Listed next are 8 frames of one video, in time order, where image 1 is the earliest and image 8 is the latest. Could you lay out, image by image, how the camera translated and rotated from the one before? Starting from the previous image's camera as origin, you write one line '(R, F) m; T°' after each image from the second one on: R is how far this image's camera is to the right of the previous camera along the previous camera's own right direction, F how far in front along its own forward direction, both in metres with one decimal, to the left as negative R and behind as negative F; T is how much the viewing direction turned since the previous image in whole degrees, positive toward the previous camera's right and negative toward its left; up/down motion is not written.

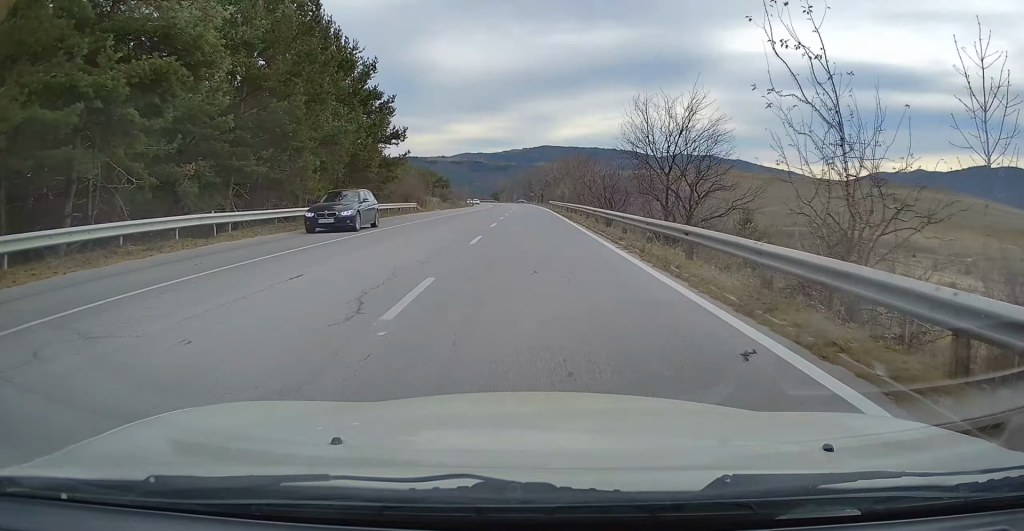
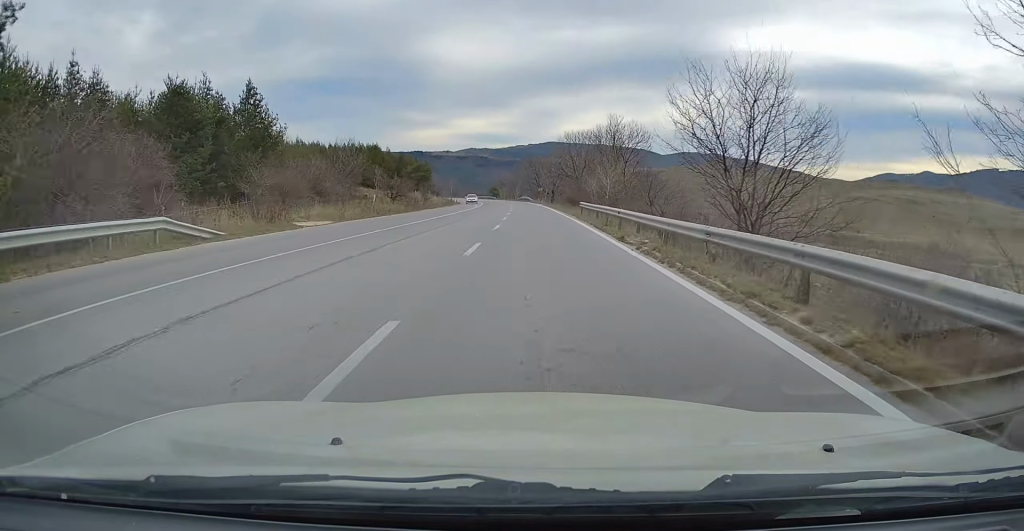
(-0.3, +38.9) m; -1°
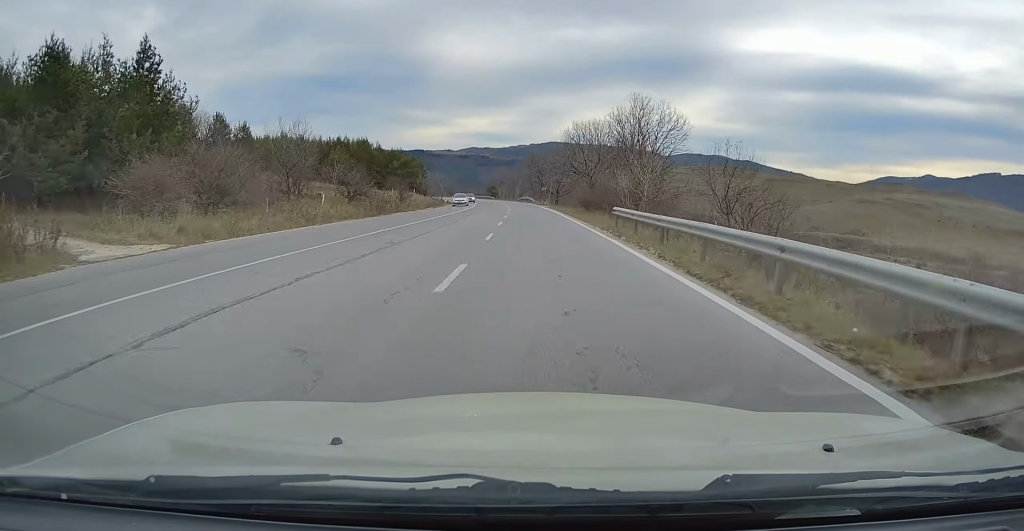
(0.0, +14.2) m; 0°
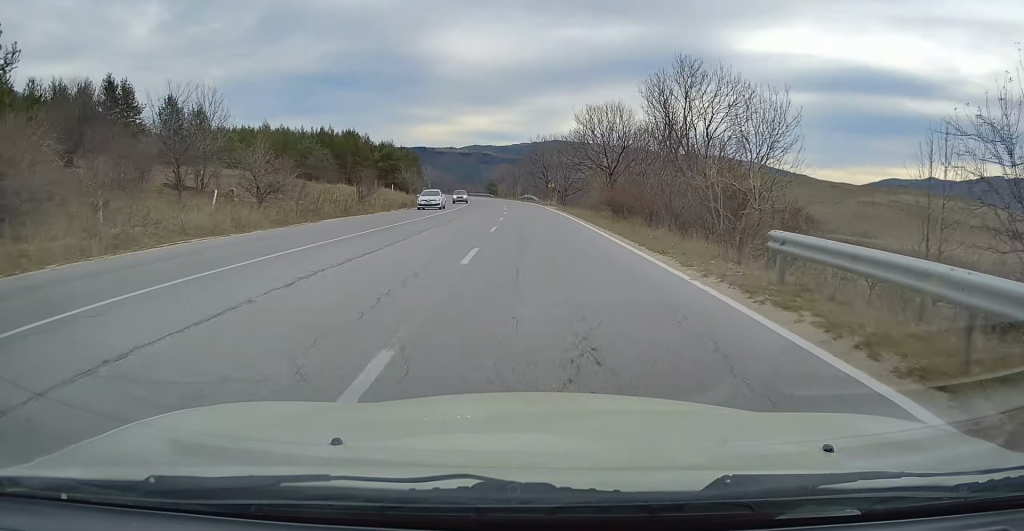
(0.0, +15.0) m; 0°
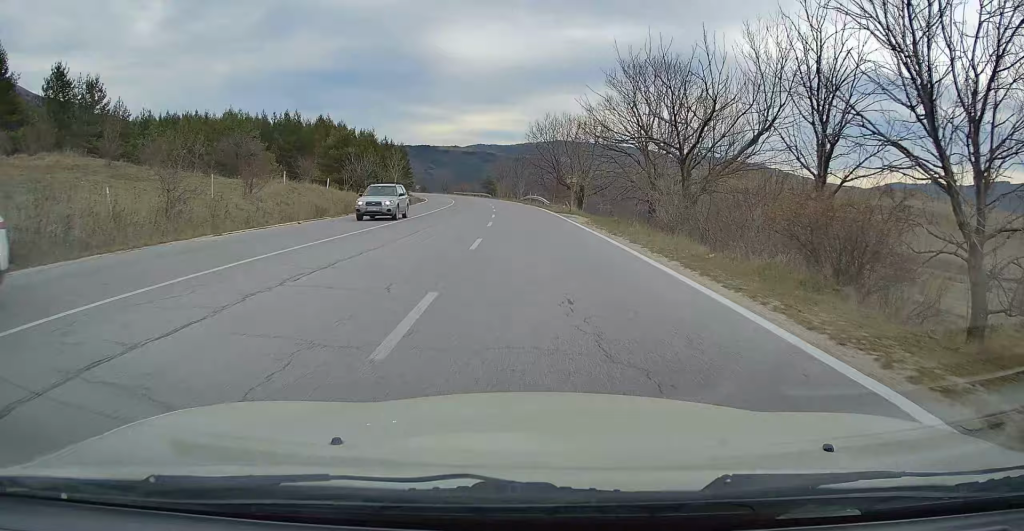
(-0.1, +23.9) m; -1°
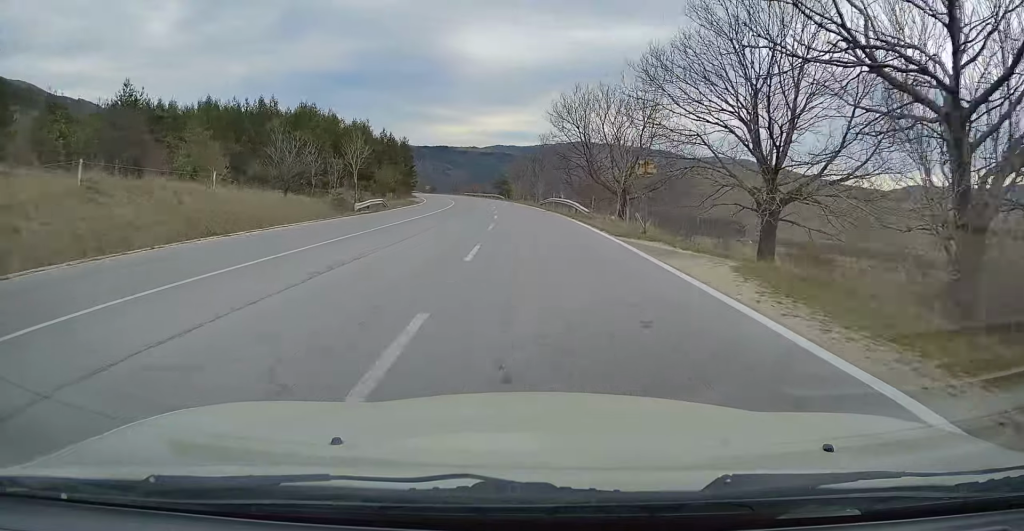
(-0.2, +19.5) m; -1°
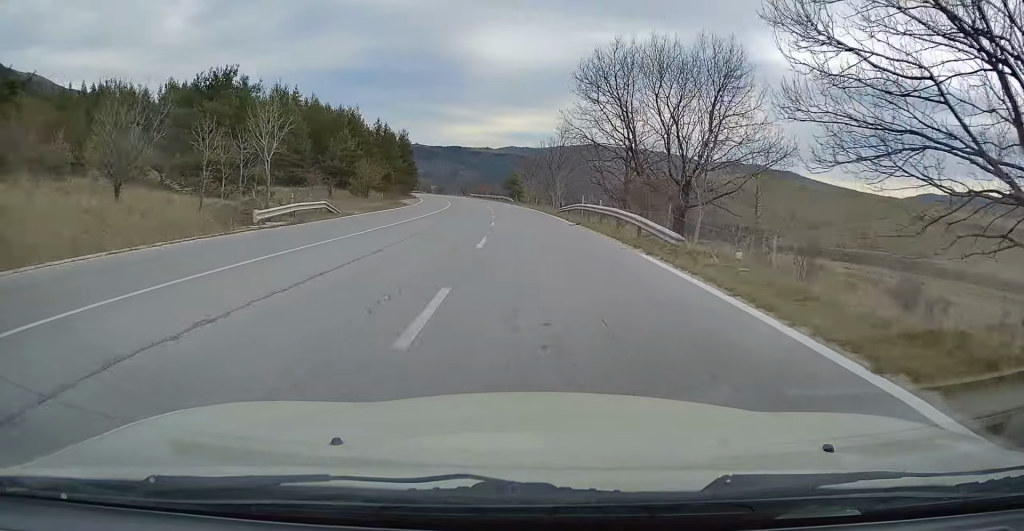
(-0.2, +16.0) m; -1°
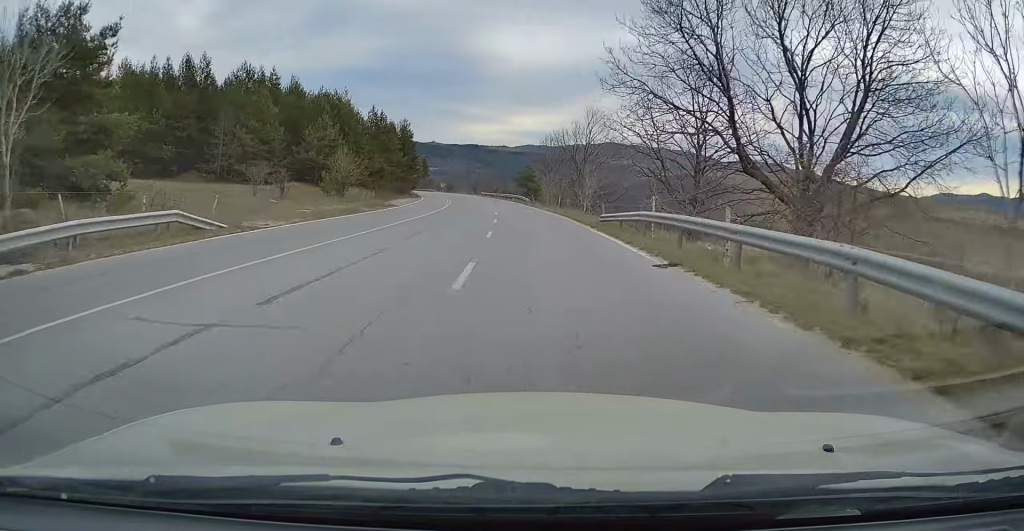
(0.0, +15.1) m; -1°
